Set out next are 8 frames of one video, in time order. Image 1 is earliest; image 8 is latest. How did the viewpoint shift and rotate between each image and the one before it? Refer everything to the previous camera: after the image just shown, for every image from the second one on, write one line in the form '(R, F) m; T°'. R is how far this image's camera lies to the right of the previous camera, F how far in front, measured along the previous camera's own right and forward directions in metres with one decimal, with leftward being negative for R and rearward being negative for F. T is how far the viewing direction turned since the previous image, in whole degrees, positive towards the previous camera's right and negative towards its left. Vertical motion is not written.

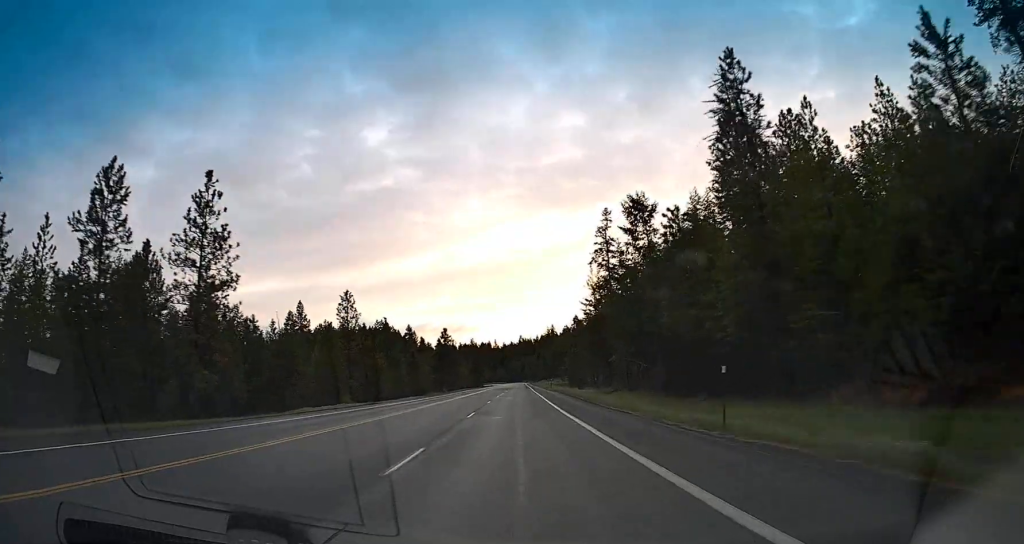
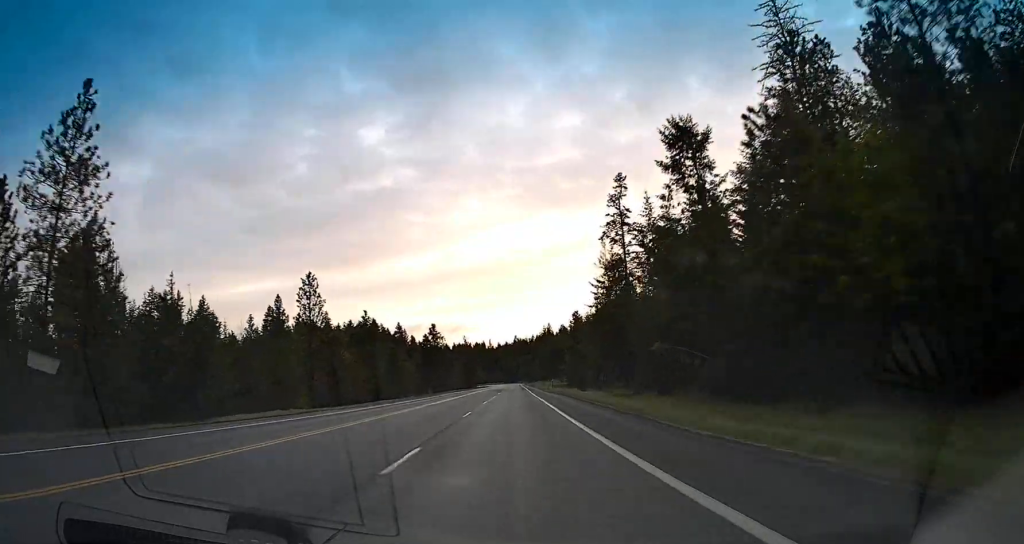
(0.0, +15.2) m; 0°
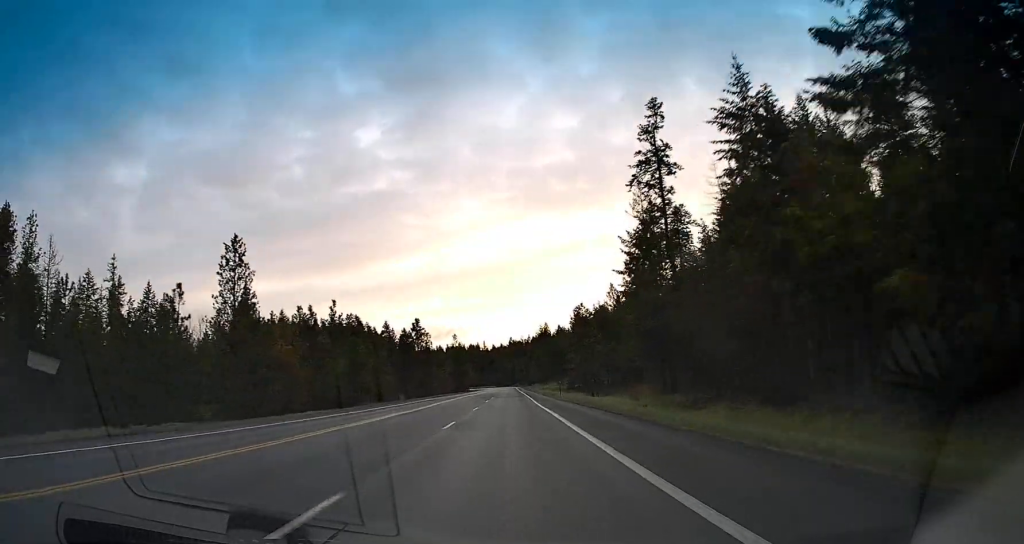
(-0.2, +20.5) m; 0°
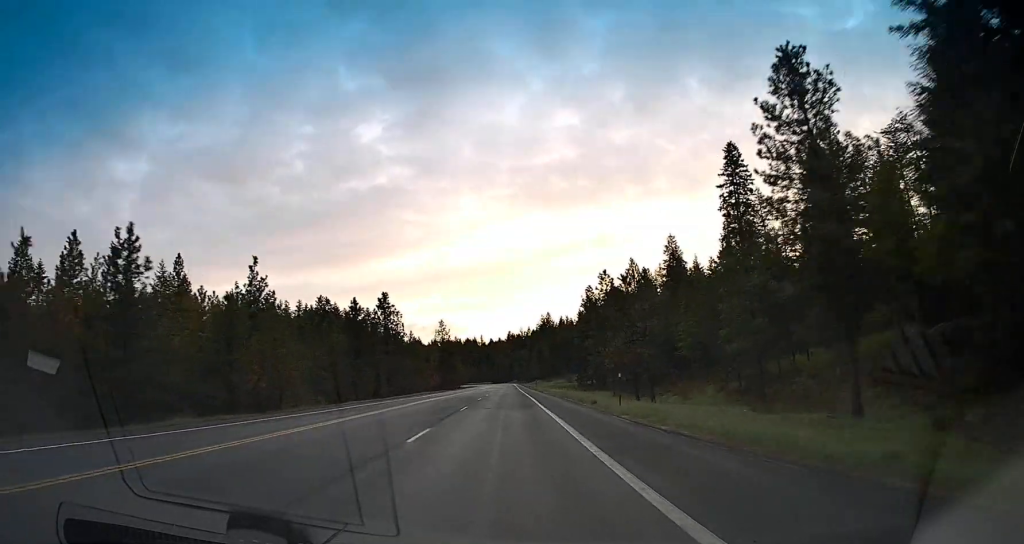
(+0.5, +35.8) m; +1°
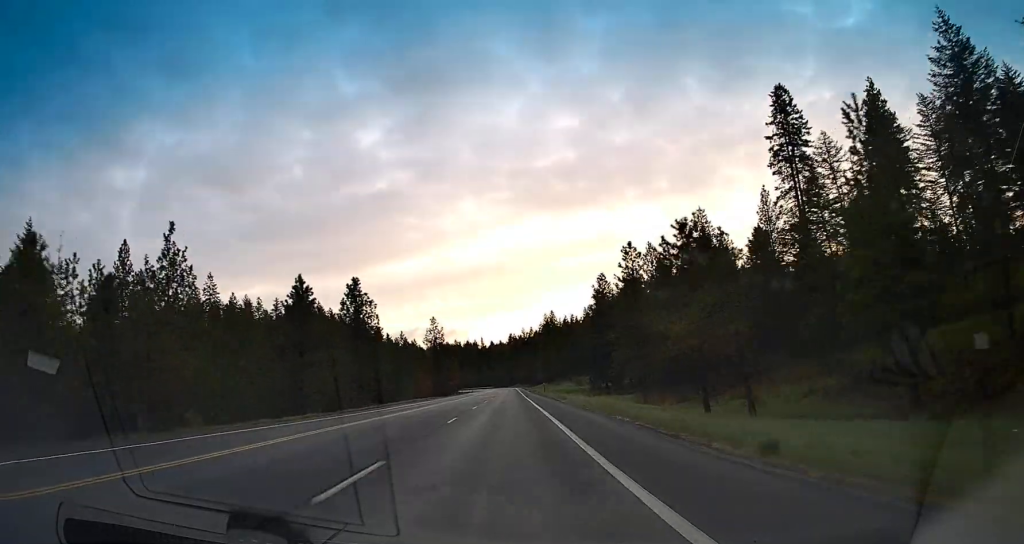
(+0.2, +21.5) m; 0°
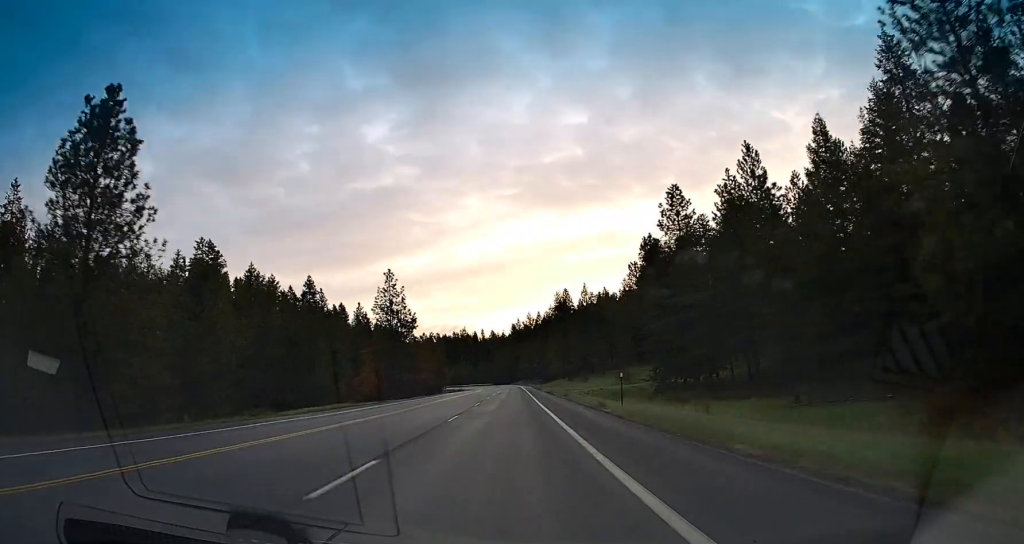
(-0.2, +60.7) m; 0°
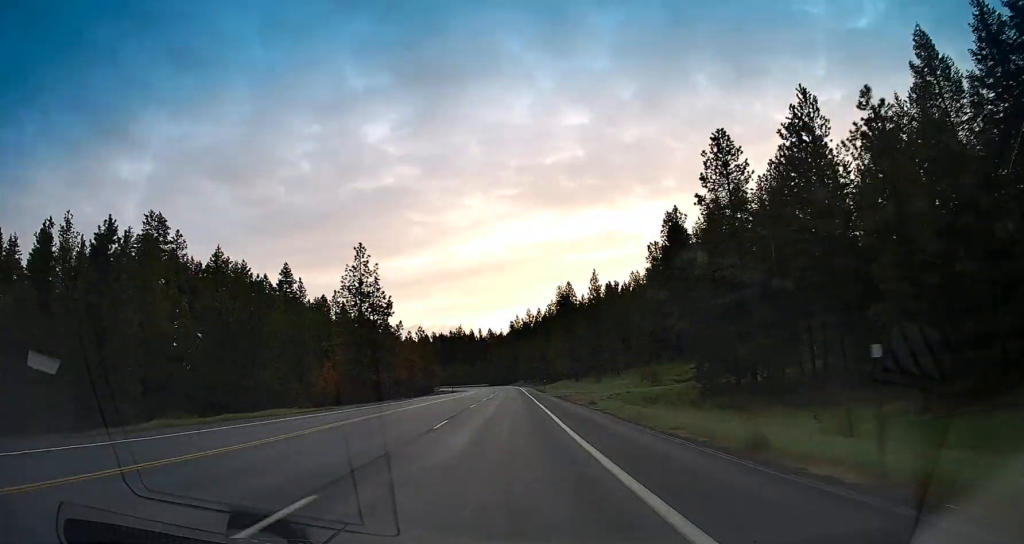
(0.0, +18.7) m; 0°
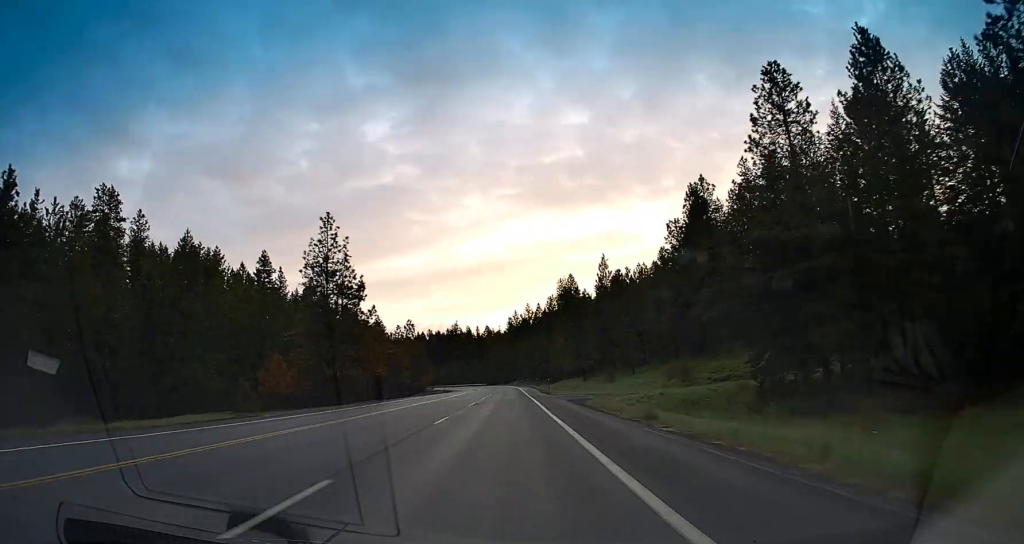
(0.0, +14.2) m; 0°
